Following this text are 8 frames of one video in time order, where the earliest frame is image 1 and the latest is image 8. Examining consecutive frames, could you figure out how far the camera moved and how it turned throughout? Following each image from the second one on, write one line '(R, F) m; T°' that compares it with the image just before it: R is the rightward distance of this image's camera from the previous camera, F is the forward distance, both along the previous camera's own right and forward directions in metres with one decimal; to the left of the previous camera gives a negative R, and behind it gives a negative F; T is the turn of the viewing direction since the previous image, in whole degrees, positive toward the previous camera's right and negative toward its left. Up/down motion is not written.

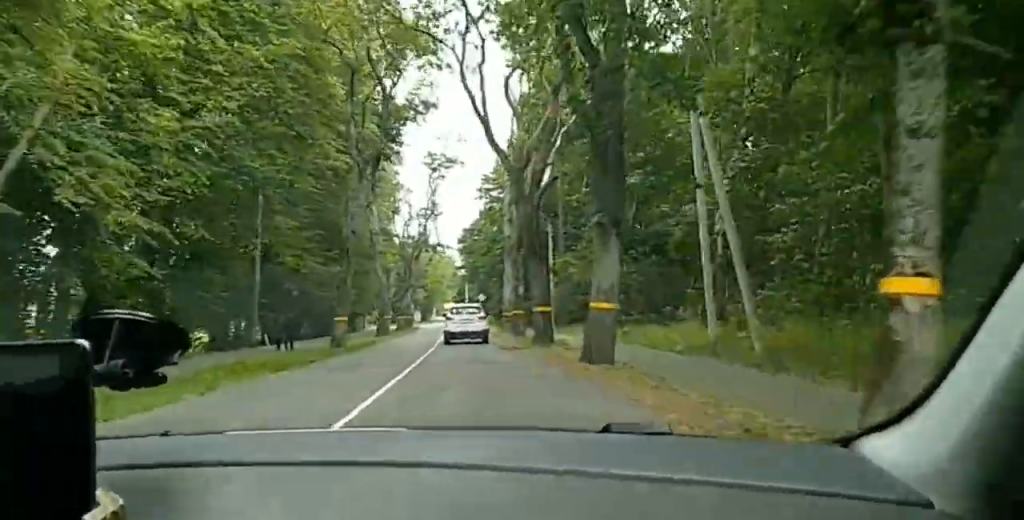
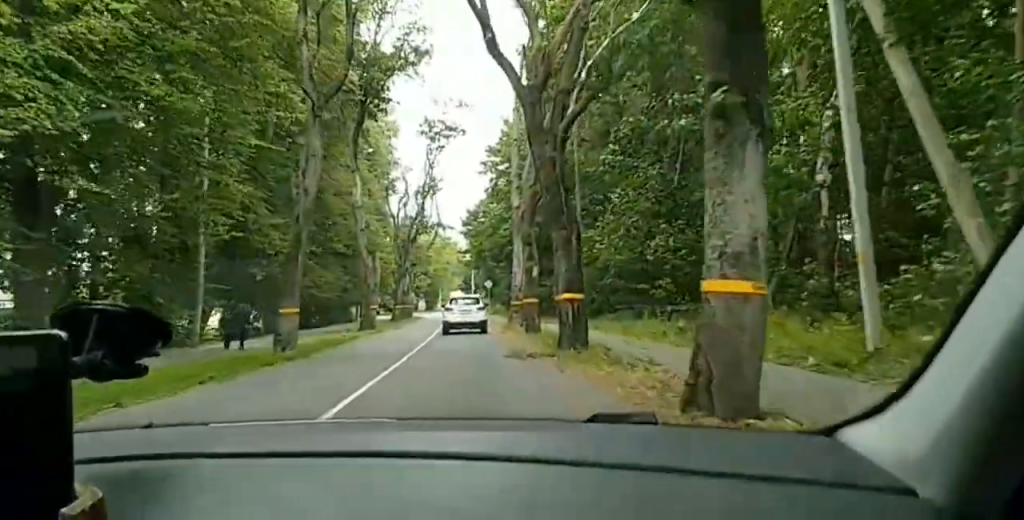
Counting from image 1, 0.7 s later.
(-0.2, +8.2) m; -2°
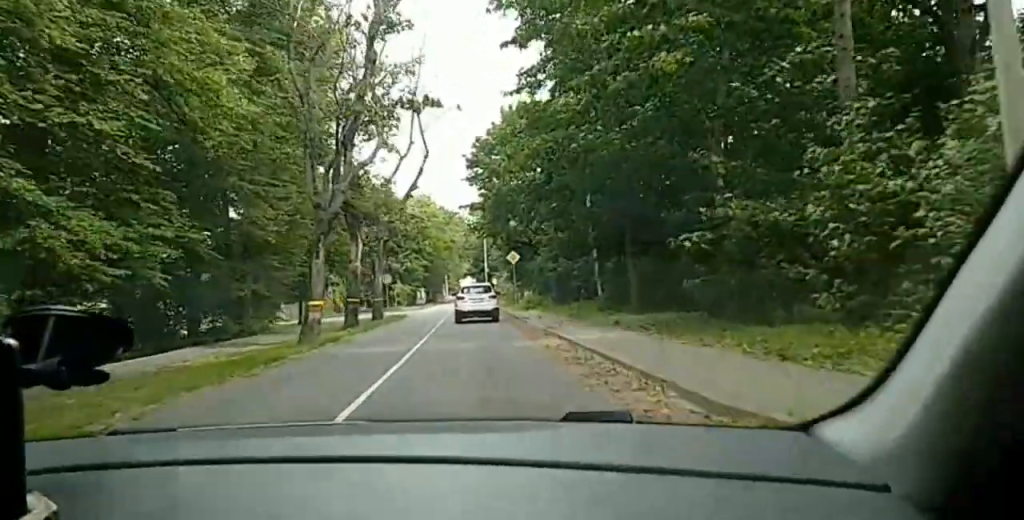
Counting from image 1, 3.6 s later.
(0.0, +34.1) m; 0°
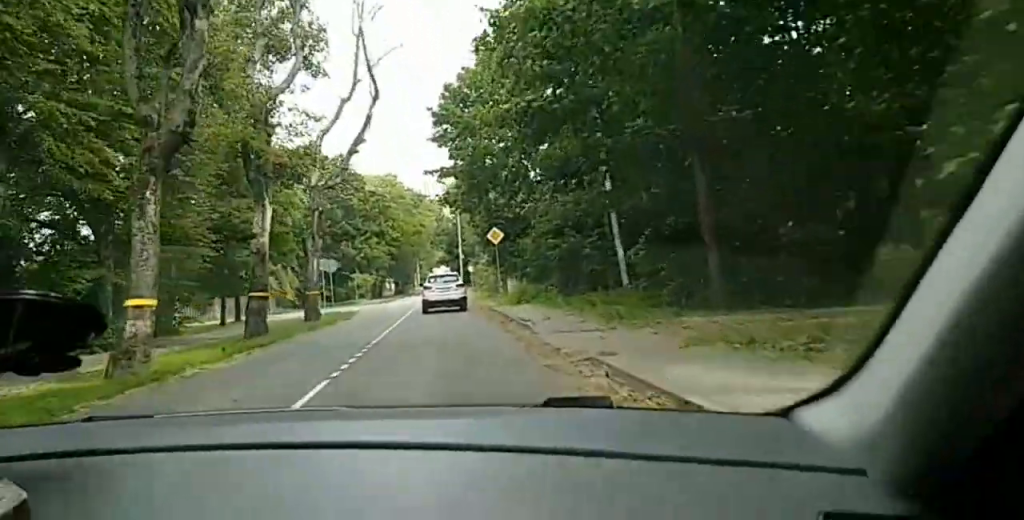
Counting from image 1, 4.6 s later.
(0.0, +11.5) m; 0°
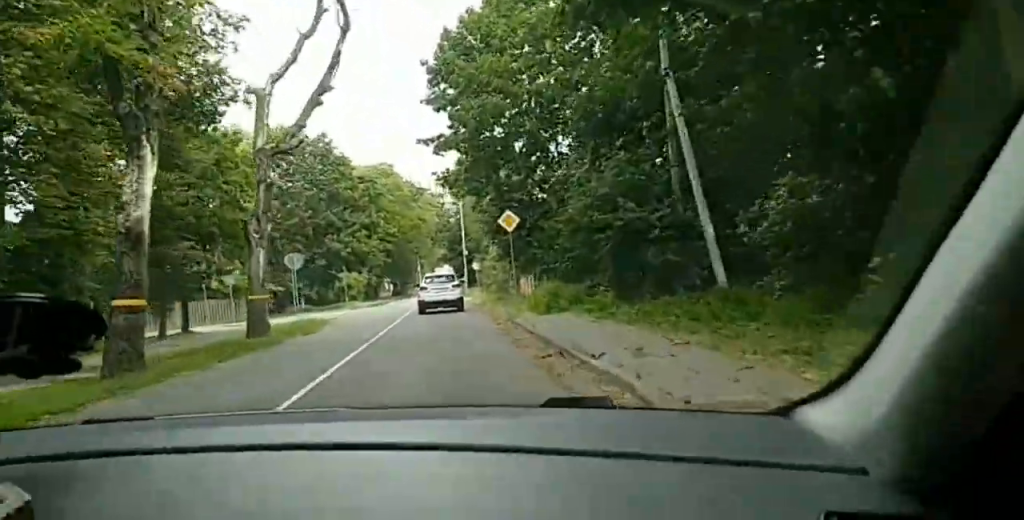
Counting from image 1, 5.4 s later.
(0.0, +9.2) m; 0°
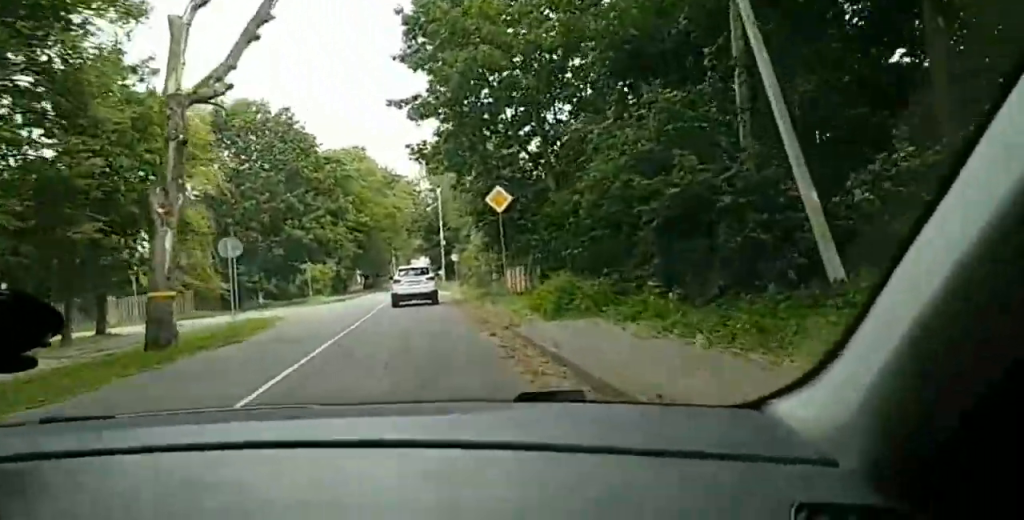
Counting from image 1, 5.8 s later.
(0.0, +5.9) m; 0°
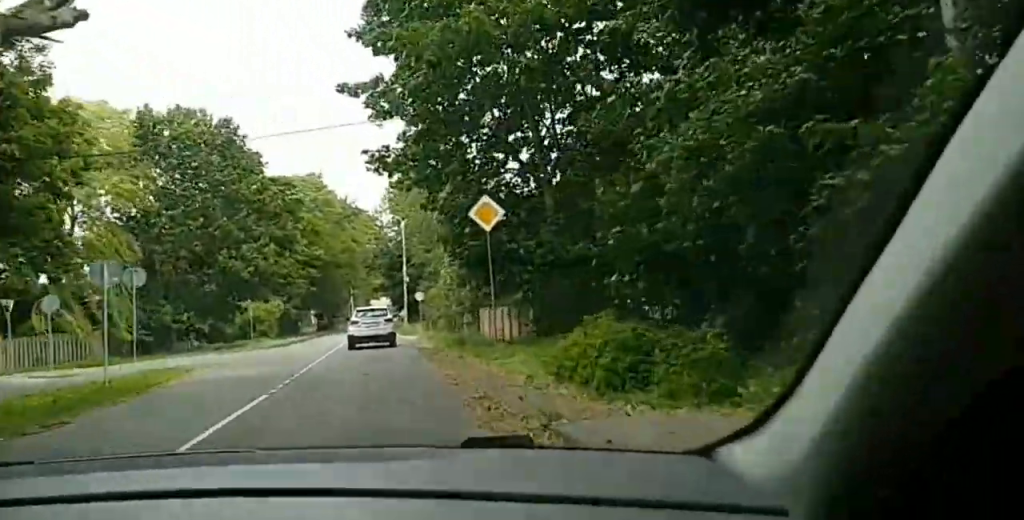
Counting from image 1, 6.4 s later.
(0.0, +6.4) m; 0°
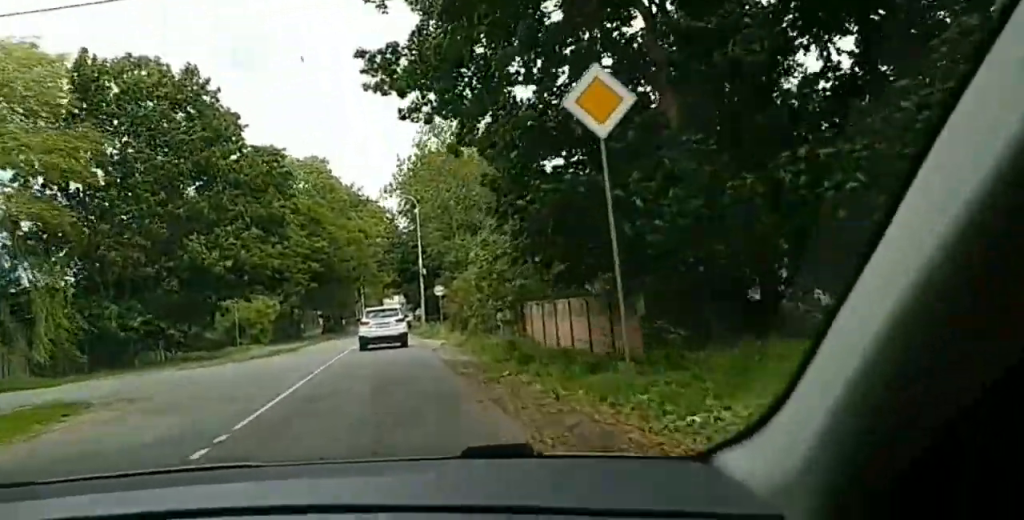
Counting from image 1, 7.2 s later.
(0.0, +9.9) m; 0°
